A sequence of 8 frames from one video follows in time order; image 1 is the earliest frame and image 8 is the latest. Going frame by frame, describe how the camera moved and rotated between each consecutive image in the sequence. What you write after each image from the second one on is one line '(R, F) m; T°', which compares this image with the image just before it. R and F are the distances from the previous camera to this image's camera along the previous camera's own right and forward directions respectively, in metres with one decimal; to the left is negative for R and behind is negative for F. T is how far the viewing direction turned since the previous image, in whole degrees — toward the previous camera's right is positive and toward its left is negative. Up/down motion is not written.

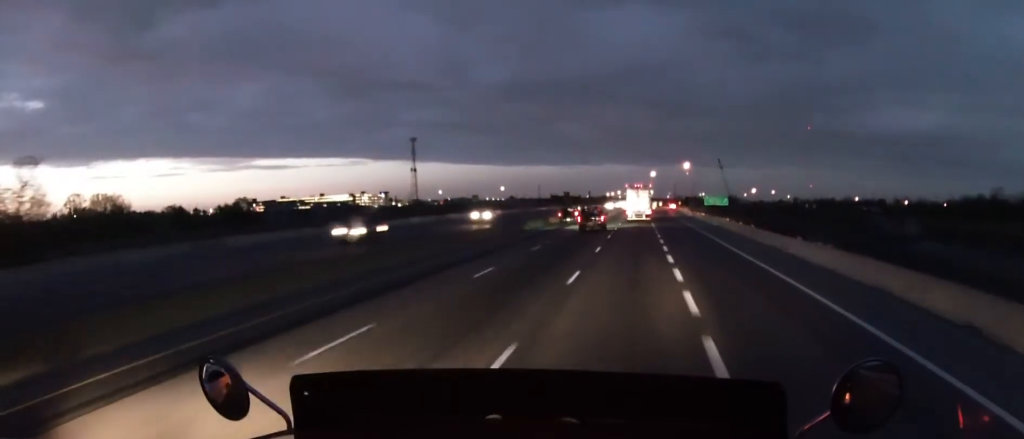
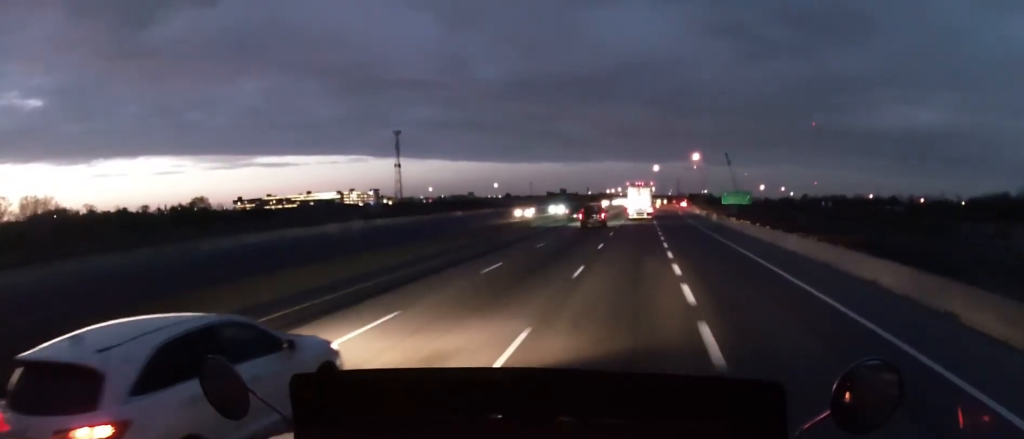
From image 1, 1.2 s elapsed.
(0.0, +35.8) m; 0°
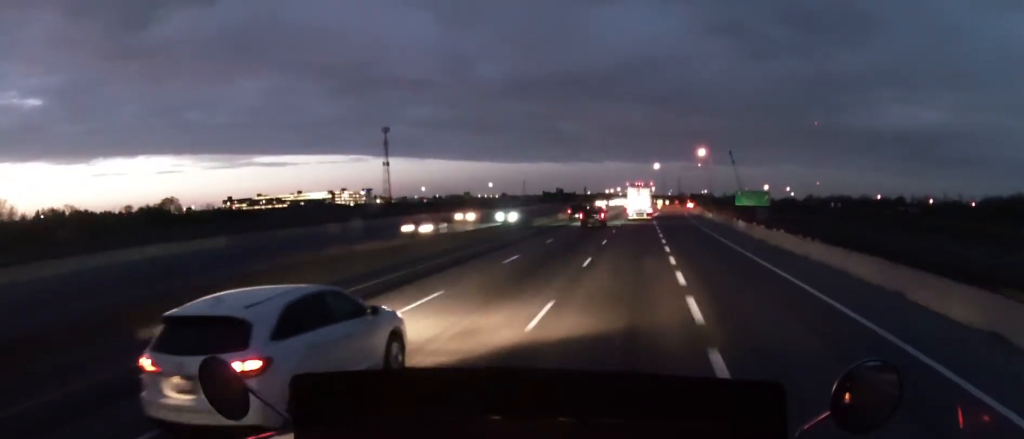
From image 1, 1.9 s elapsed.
(0.0, +21.0) m; 0°
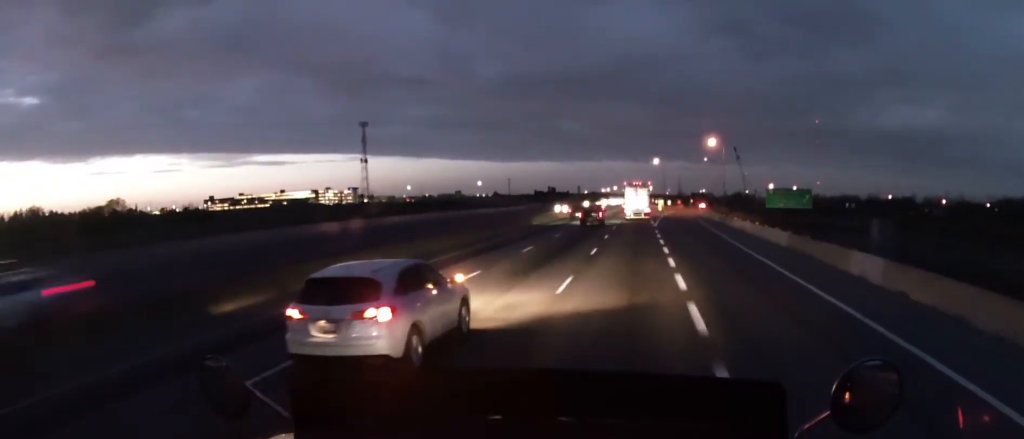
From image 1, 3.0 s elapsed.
(0.0, +32.1) m; 0°
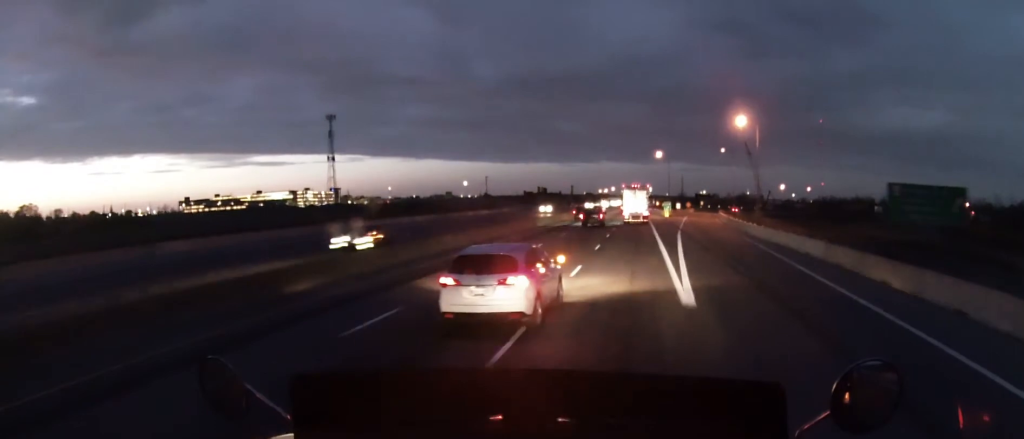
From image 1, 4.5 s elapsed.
(-0.2, +45.0) m; 0°
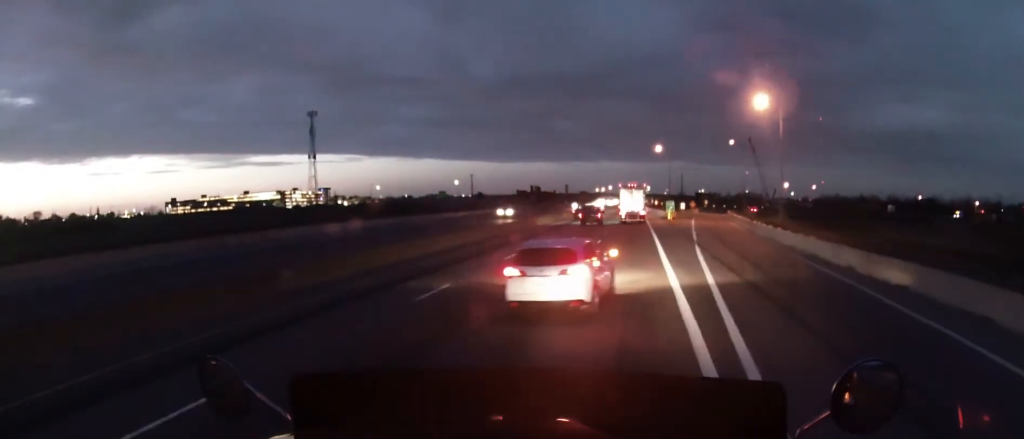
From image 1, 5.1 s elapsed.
(-0.1, +19.8) m; 0°
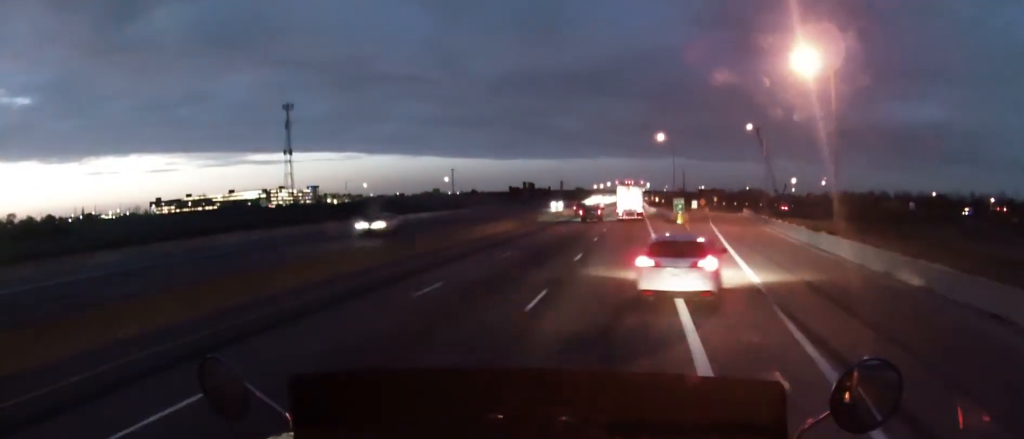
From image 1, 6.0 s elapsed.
(+0.6, +24.4) m; 0°
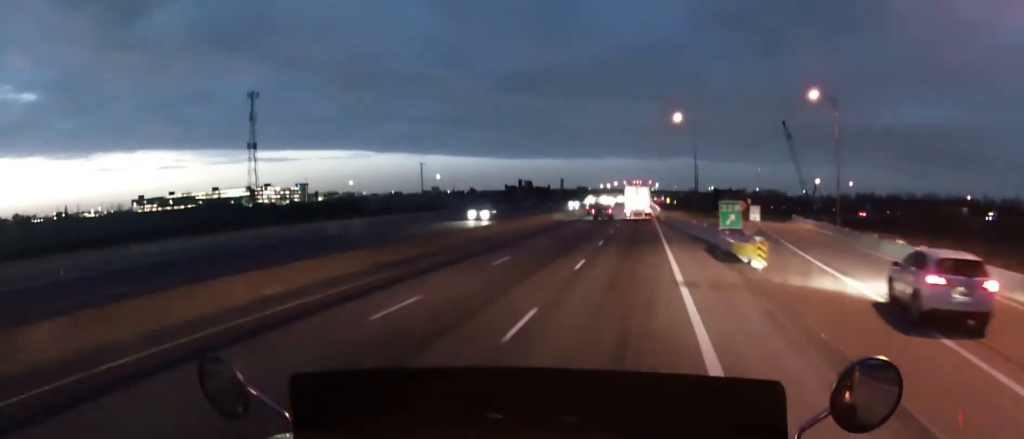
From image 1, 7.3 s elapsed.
(-0.8, +39.4) m; 0°
